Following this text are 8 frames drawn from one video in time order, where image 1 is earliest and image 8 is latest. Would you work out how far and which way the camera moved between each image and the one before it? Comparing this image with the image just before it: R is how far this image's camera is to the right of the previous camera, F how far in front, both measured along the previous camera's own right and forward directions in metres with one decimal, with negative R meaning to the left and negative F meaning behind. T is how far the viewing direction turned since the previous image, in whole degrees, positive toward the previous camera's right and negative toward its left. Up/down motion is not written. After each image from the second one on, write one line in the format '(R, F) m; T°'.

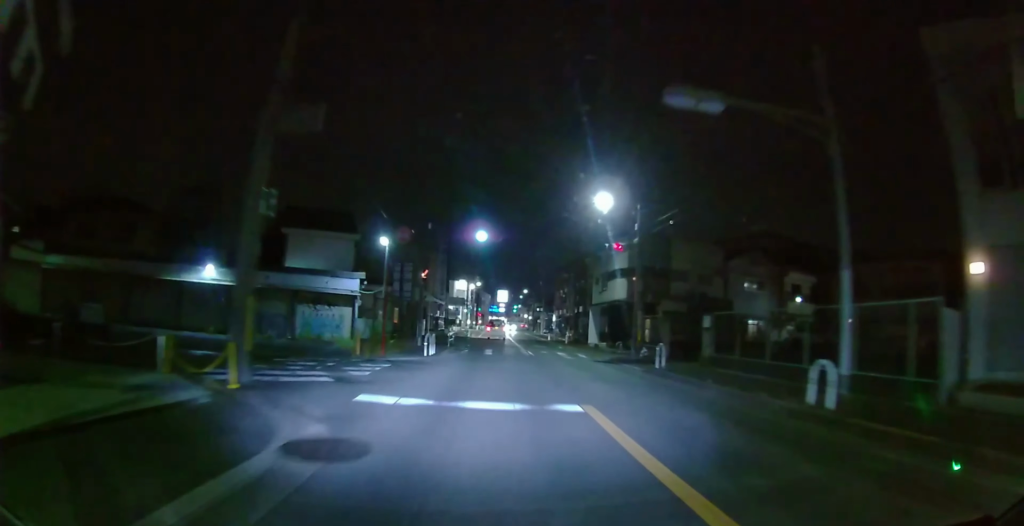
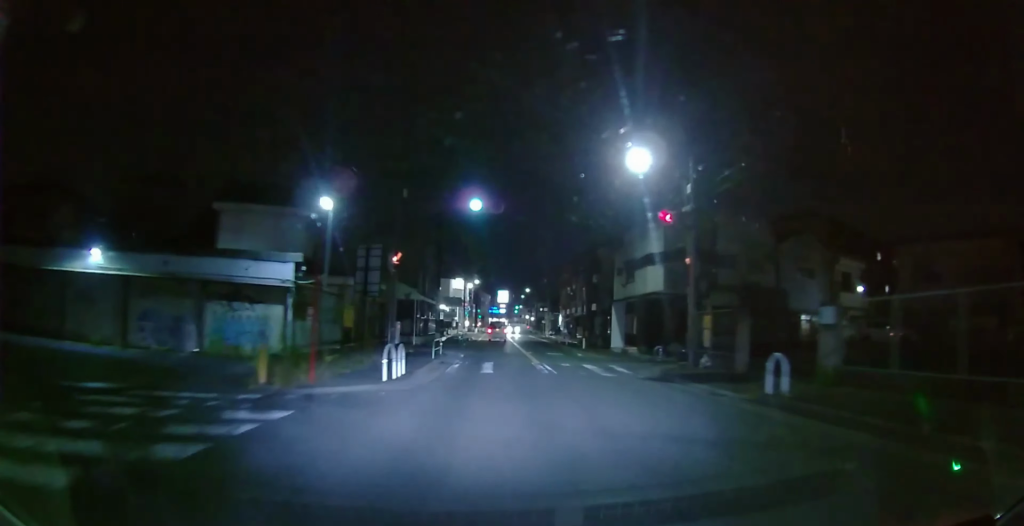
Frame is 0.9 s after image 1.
(+0.1, +7.6) m; +2°
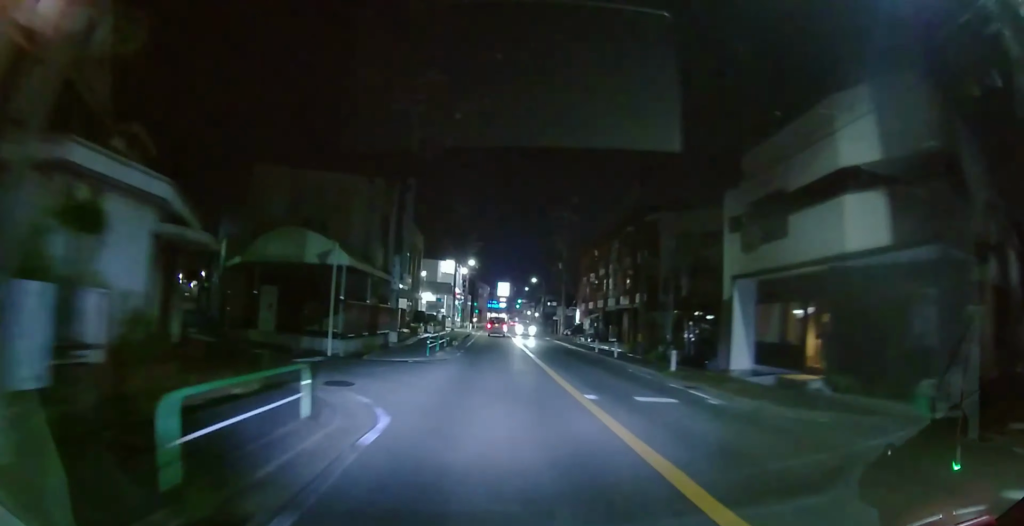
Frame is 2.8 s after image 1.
(+0.5, +16.4) m; +1°
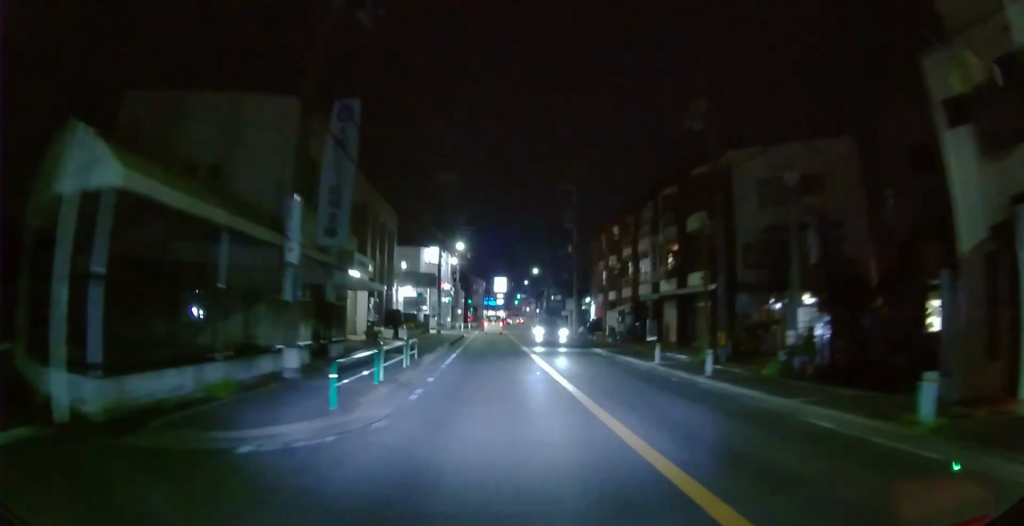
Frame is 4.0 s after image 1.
(-0.1, +10.7) m; -2°
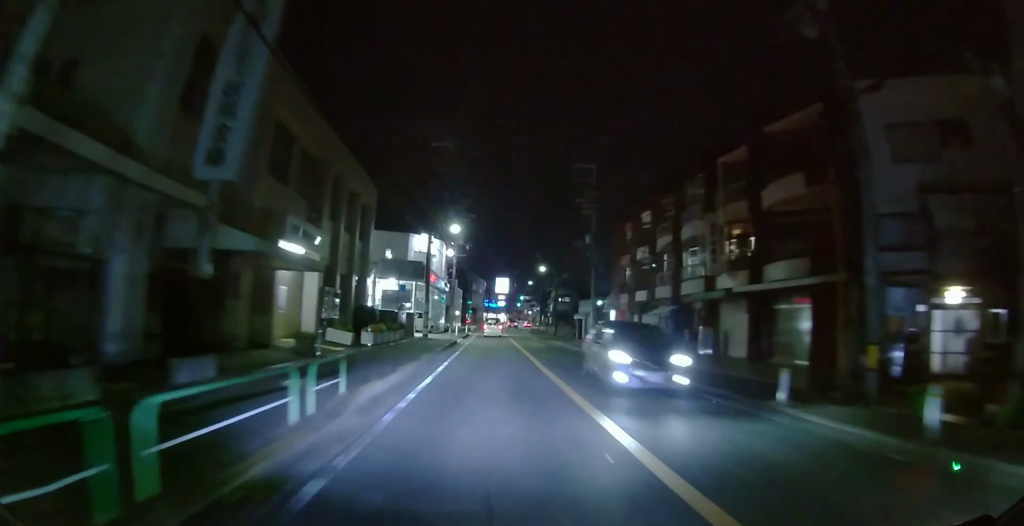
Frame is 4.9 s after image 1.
(-0.1, +7.8) m; 0°
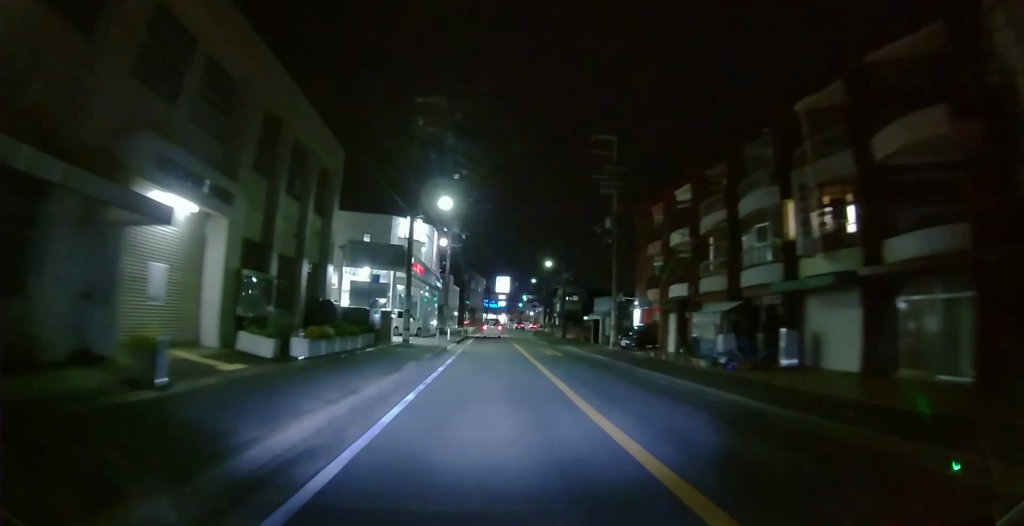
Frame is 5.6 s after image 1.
(0.0, +7.0) m; 0°
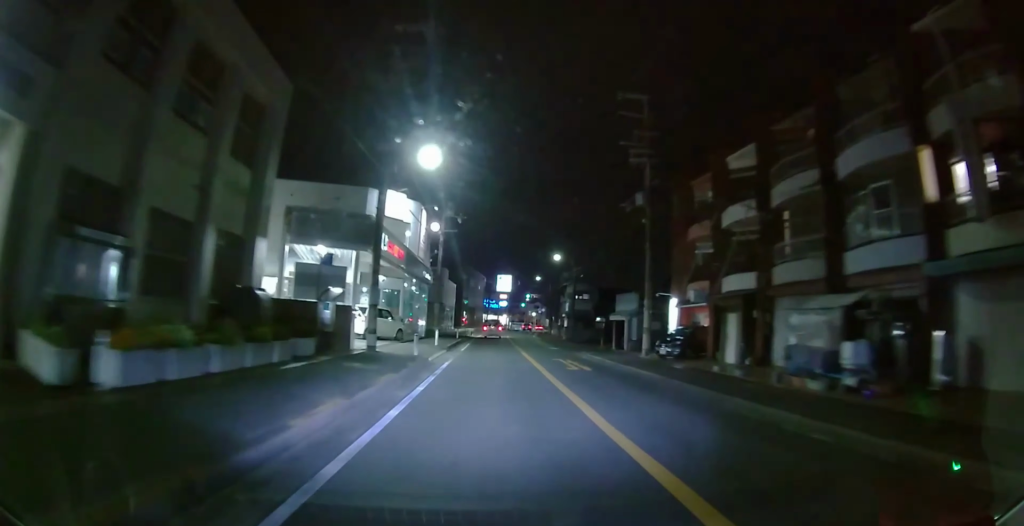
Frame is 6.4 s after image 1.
(+0.1, +7.2) m; 0°
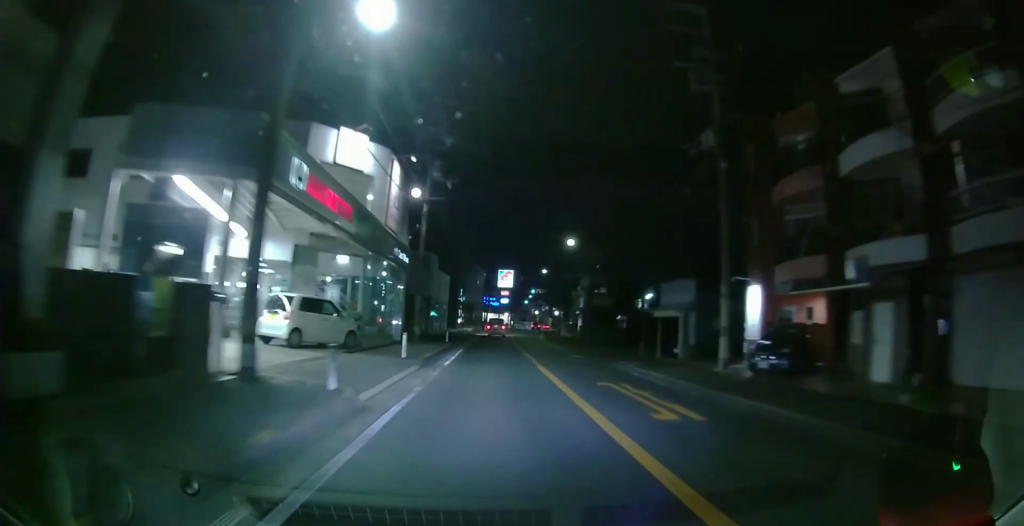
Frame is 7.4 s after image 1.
(-0.2, +9.4) m; -1°
